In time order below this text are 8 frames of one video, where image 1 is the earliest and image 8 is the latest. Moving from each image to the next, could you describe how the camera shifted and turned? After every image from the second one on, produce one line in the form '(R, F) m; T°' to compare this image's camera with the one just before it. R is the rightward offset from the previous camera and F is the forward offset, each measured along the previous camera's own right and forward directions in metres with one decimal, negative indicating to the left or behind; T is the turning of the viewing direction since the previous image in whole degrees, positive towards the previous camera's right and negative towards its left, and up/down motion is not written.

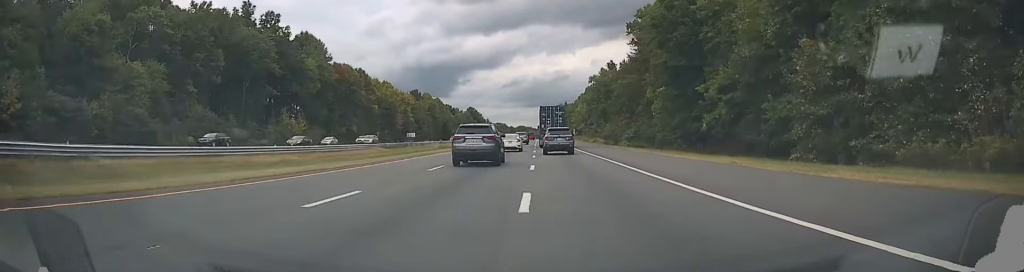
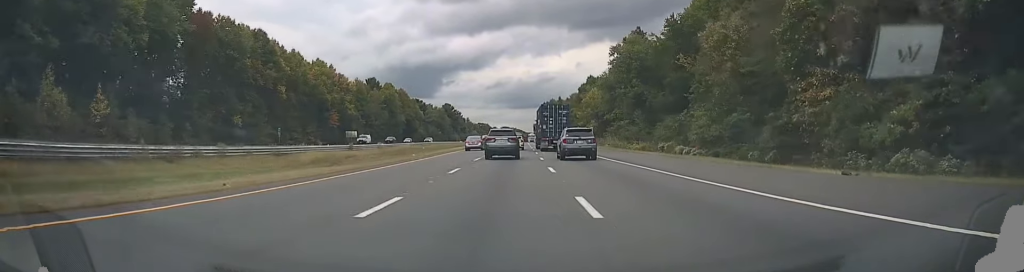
(-0.8, +55.2) m; -1°
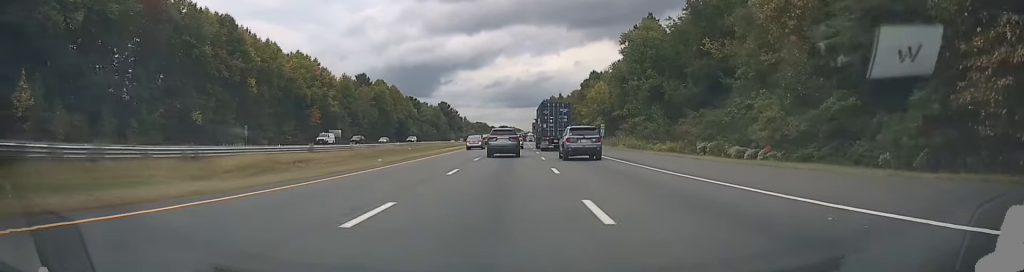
(0.0, +12.9) m; 0°
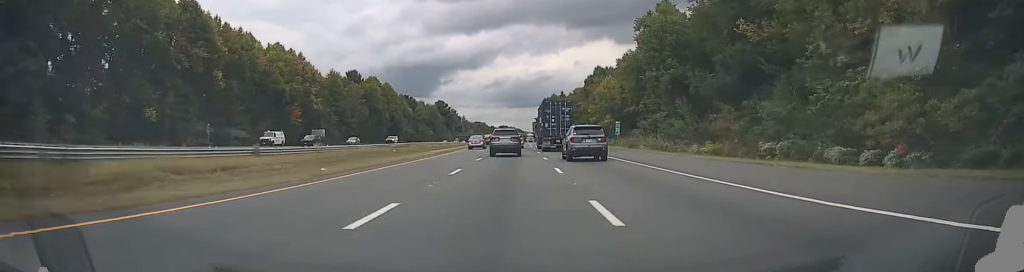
(0.0, +11.8) m; 0°
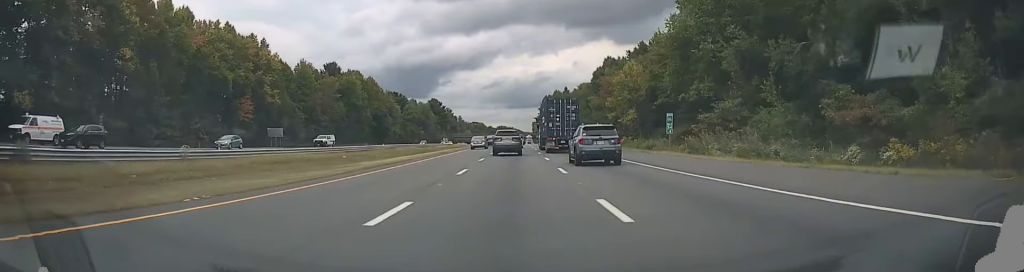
(0.0, +22.6) m; +1°
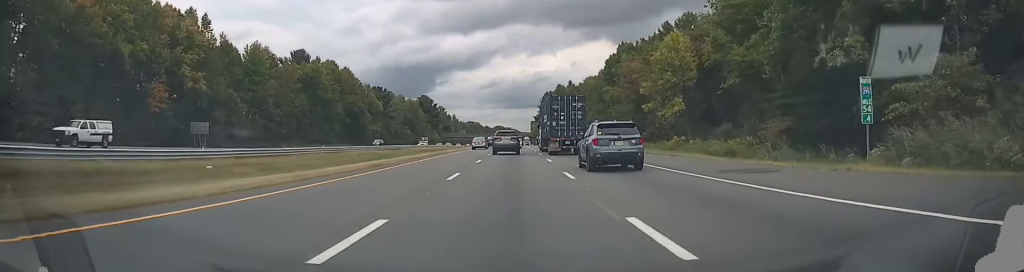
(+0.3, +26.3) m; +1°
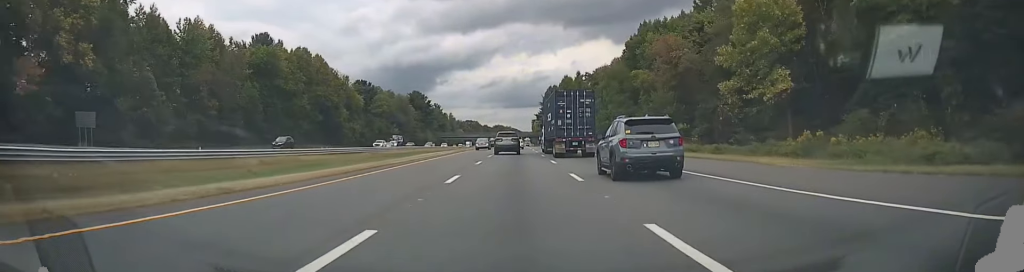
(+0.2, +24.9) m; 0°
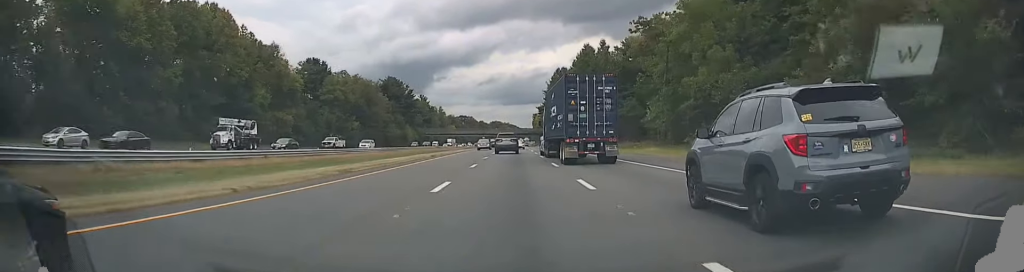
(-0.2, +50.4) m; 0°
